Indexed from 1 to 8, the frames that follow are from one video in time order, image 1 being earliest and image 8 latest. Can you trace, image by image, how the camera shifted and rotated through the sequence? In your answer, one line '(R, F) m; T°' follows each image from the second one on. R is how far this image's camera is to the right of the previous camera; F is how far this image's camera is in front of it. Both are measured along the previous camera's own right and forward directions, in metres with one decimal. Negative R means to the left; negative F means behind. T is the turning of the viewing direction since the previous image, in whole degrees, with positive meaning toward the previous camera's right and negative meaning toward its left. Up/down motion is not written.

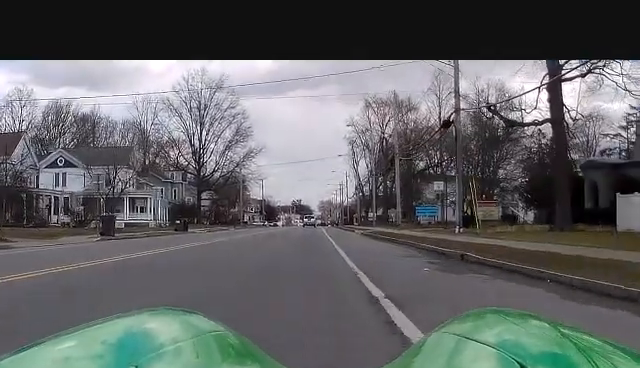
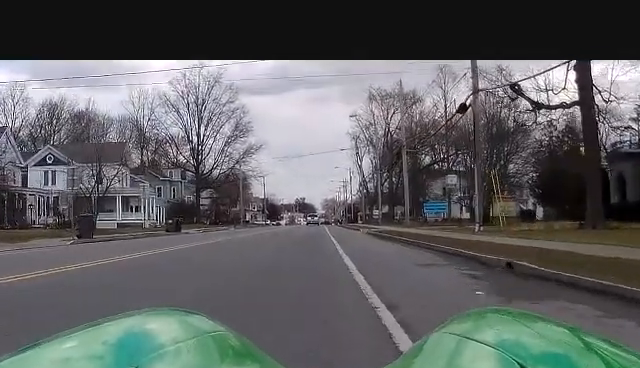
(-0.3, +4.7) m; 0°
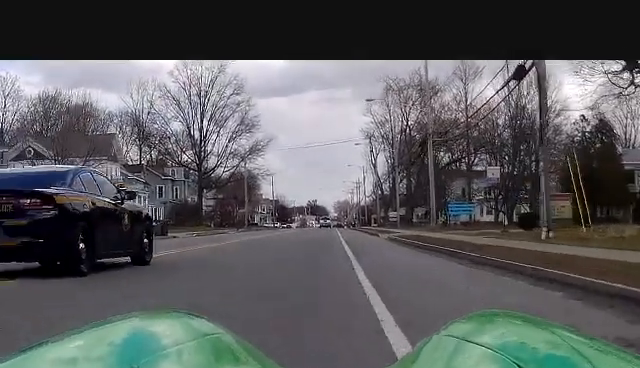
(+0.2, +9.7) m; 0°
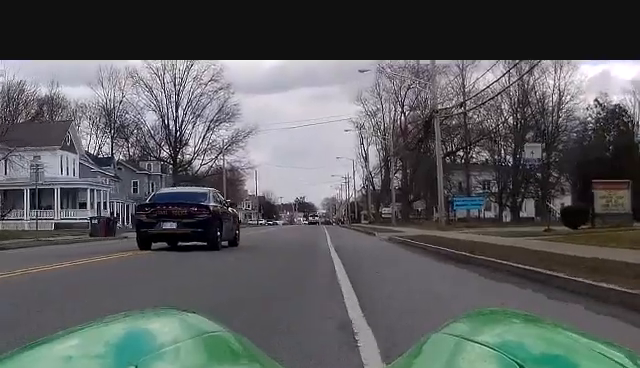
(-0.2, +10.3) m; -1°
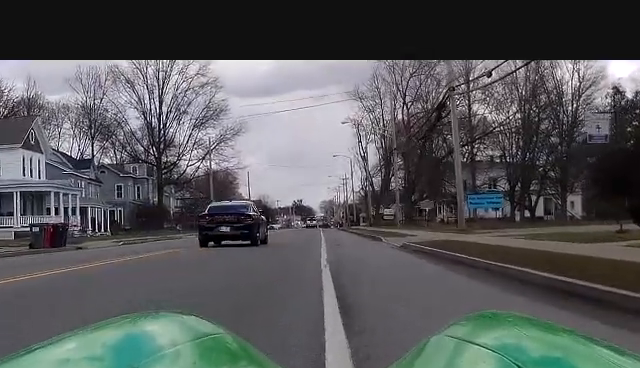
(+0.1, +8.1) m; +1°
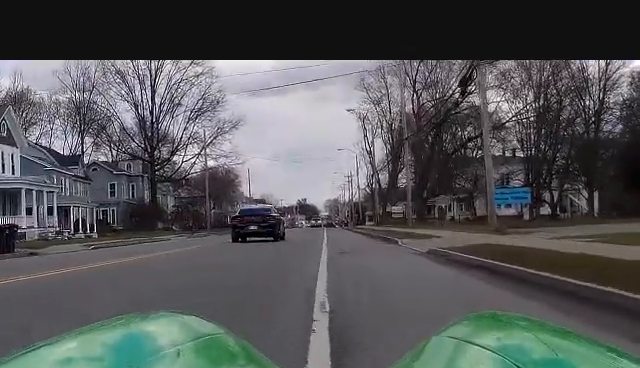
(+0.1, +6.5) m; +1°
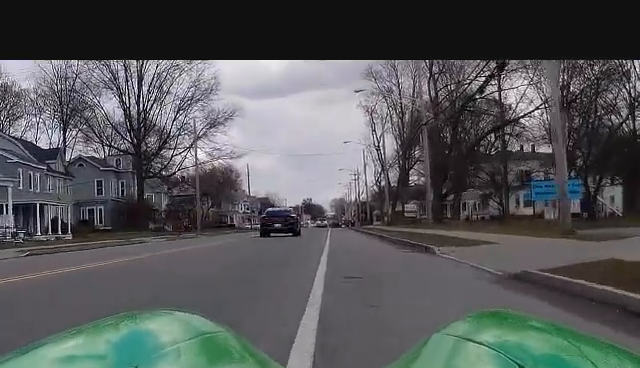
(0.0, +9.4) m; 0°
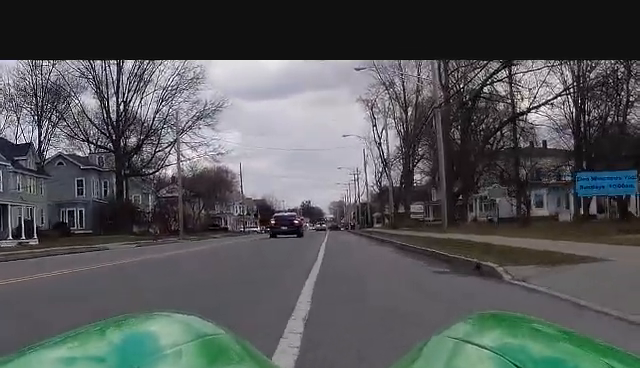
(0.0, +7.9) m; 0°
